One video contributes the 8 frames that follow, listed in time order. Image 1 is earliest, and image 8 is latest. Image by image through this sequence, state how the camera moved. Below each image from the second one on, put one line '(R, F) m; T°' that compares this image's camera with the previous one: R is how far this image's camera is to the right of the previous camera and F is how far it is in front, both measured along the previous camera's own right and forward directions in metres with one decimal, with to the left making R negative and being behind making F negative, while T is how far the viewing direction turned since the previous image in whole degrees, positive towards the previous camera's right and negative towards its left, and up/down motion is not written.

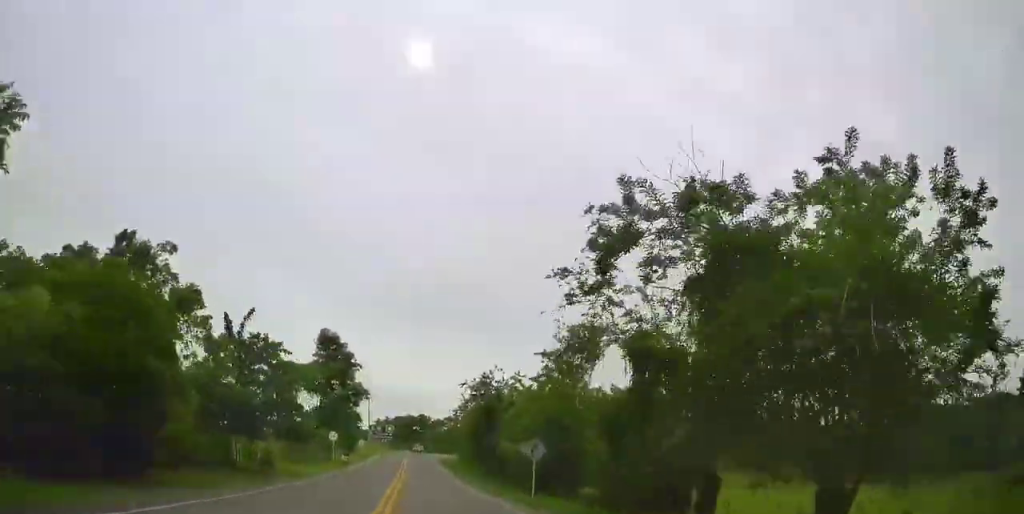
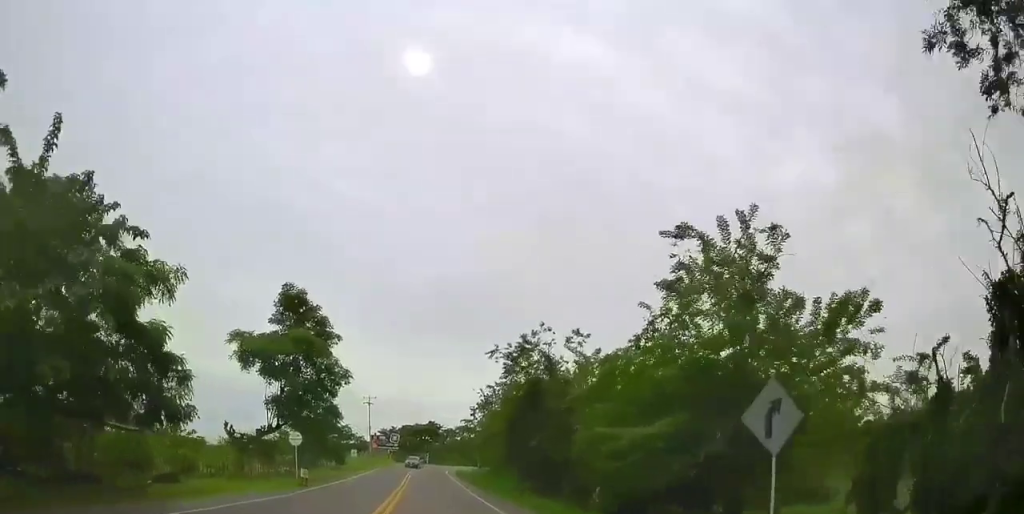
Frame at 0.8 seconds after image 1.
(-0.3, +16.7) m; -1°
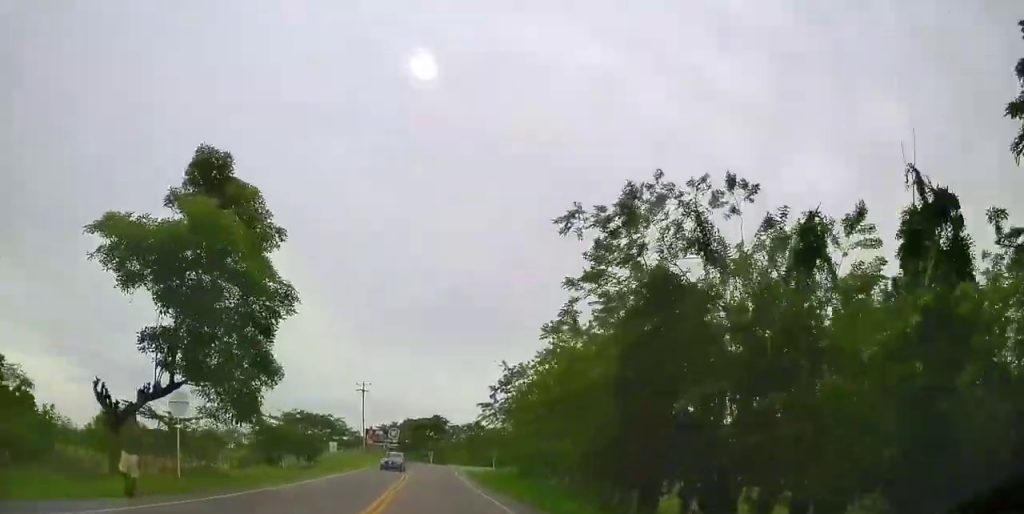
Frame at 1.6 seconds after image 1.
(0.0, +15.9) m; -1°
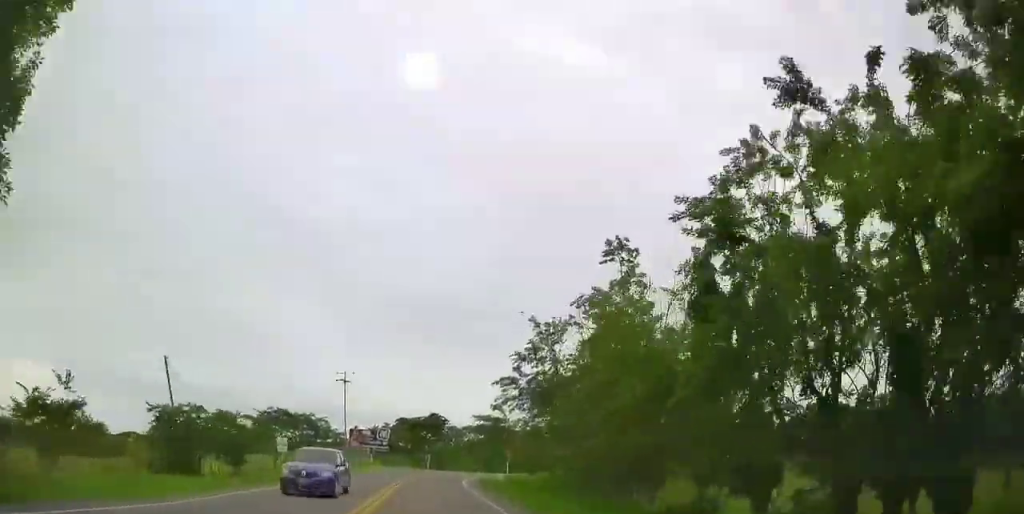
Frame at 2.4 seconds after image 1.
(-0.5, +15.1) m; -1°
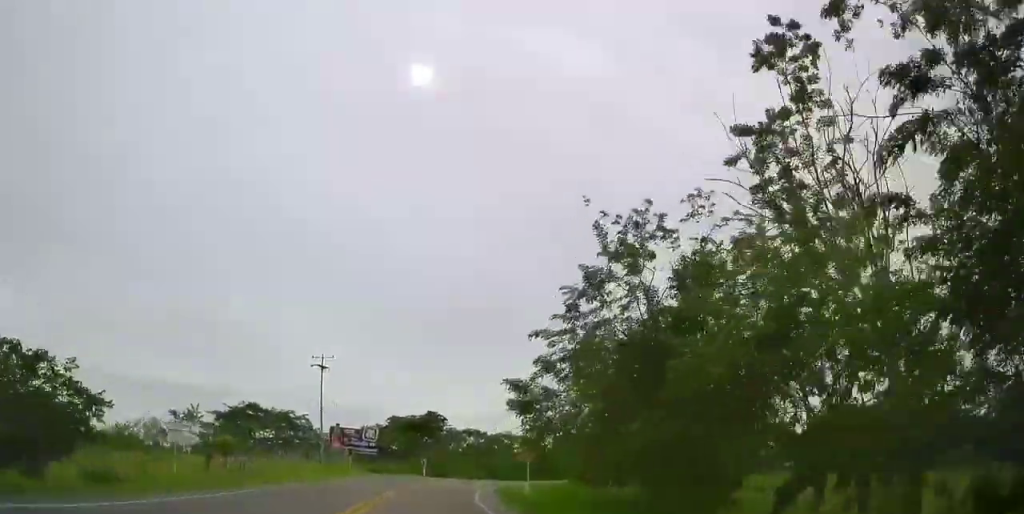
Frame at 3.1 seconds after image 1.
(0.0, +13.4) m; -1°
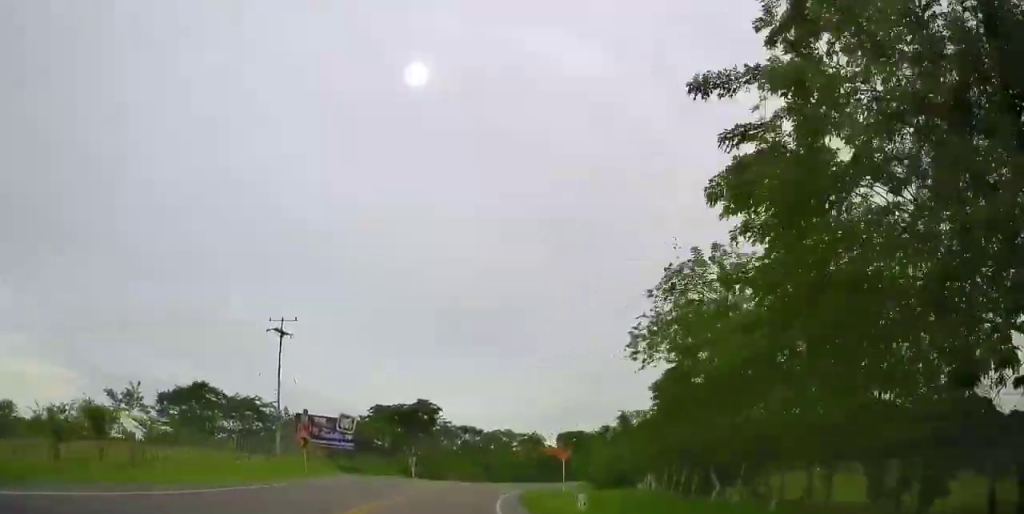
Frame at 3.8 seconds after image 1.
(-0.1, +14.1) m; -1°
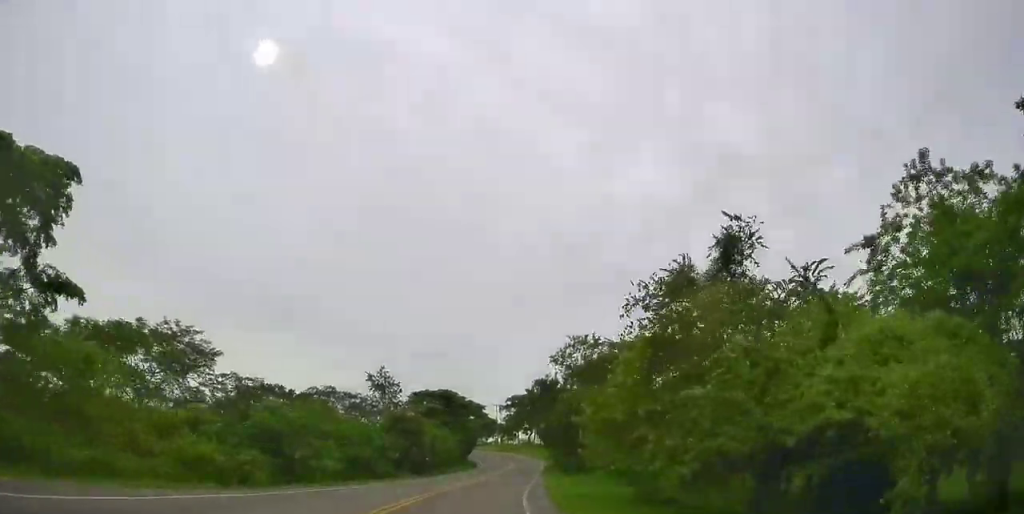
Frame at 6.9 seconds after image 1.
(+3.4, +56.6) m; +10°
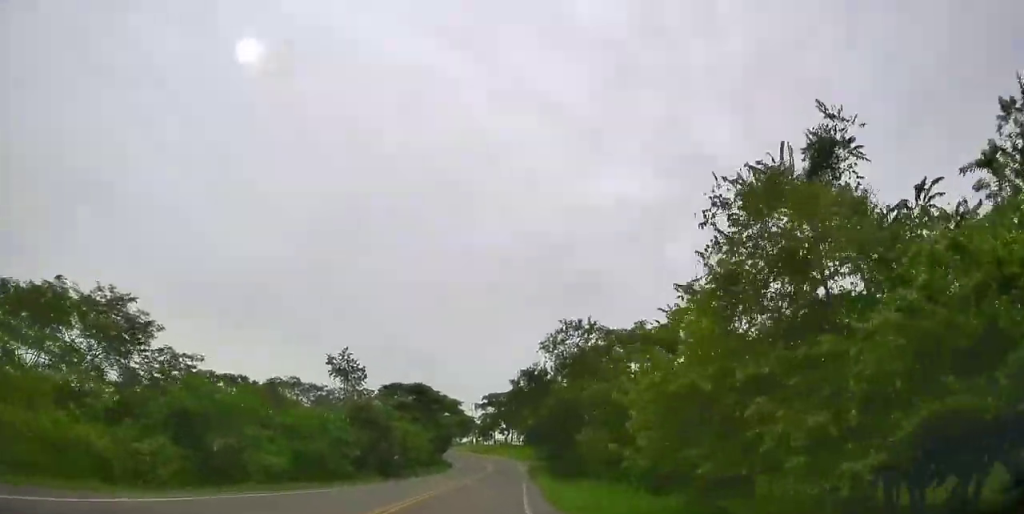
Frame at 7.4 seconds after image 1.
(0.0, +7.5) m; +2°
